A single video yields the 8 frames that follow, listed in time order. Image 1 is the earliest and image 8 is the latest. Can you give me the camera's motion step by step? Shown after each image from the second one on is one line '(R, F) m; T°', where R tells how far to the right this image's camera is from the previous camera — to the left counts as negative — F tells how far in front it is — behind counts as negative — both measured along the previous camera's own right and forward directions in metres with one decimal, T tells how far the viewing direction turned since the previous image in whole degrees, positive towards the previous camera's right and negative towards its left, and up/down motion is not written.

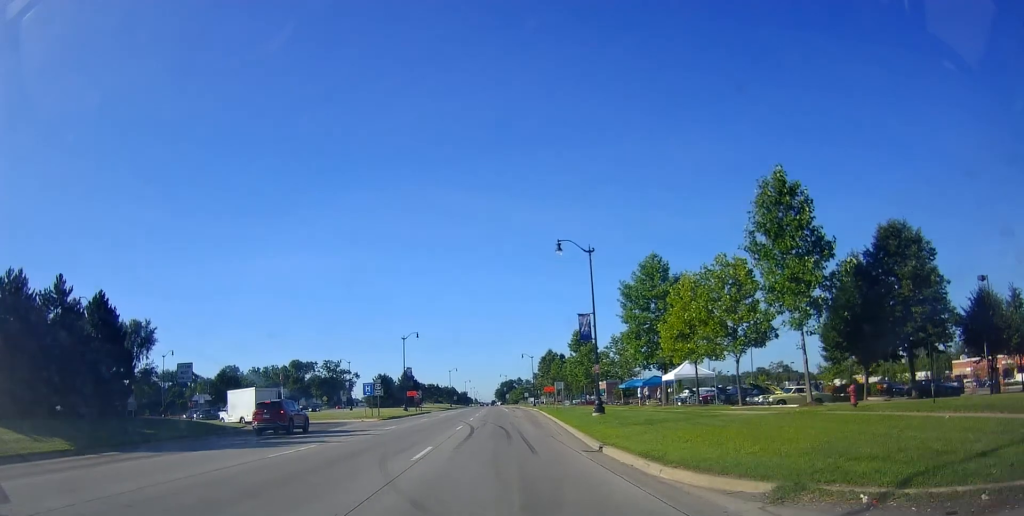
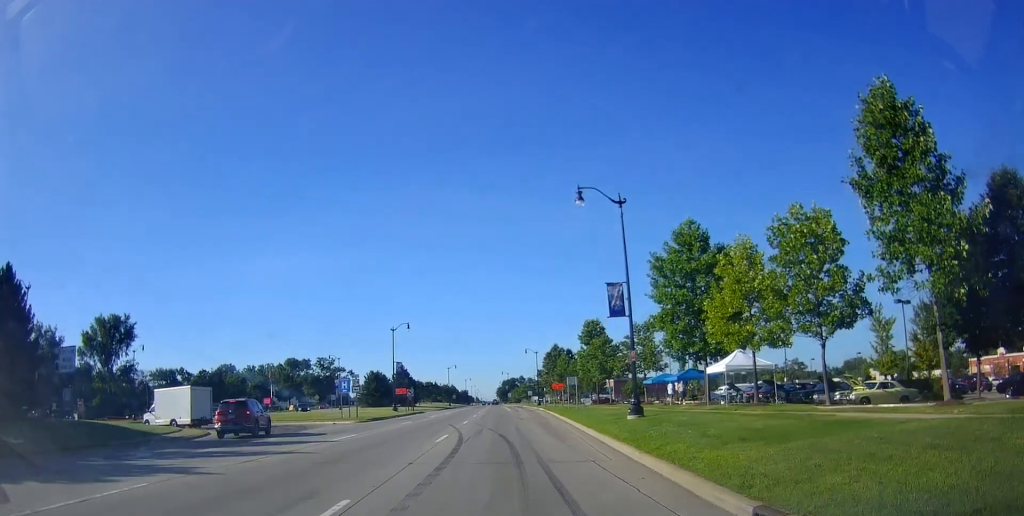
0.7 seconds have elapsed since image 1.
(0.0, +9.3) m; 0°
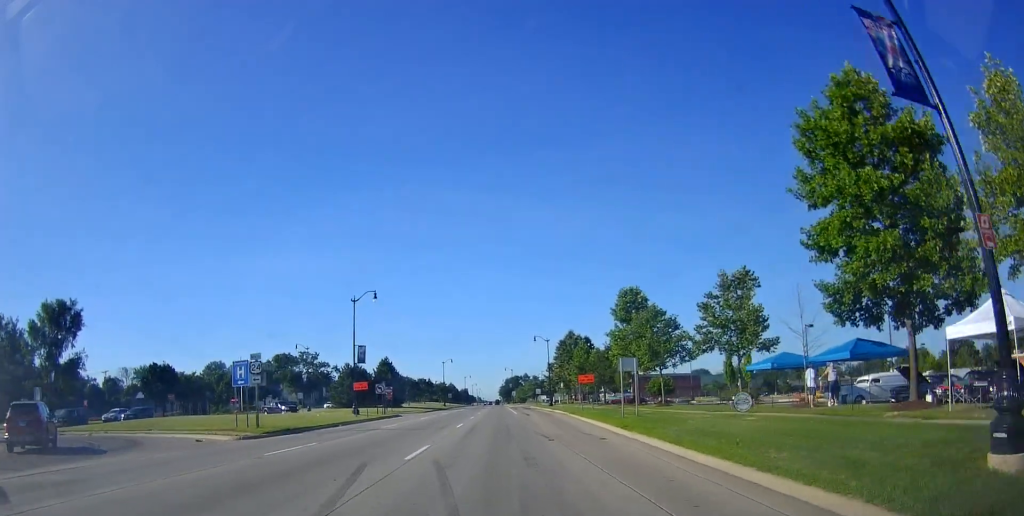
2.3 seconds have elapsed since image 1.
(0.0, +20.6) m; 0°
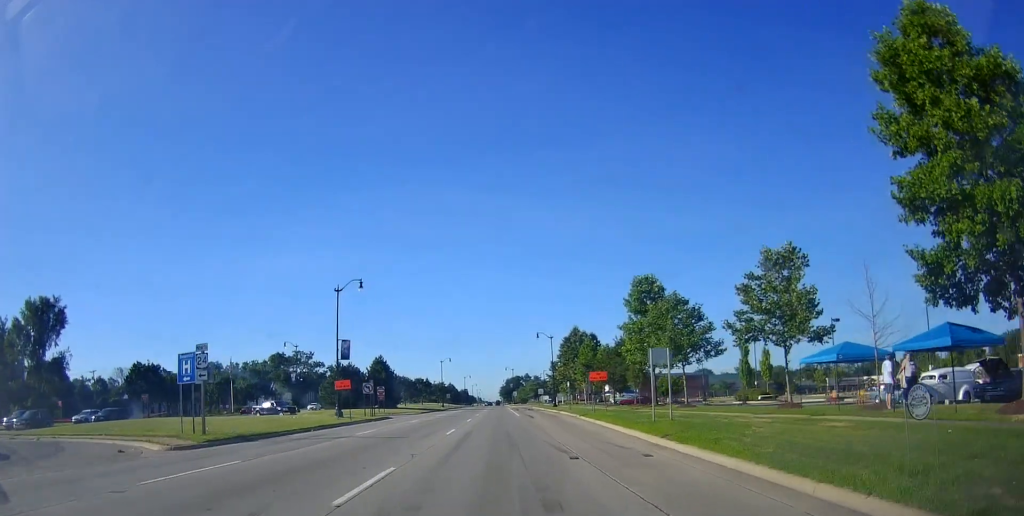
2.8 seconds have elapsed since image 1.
(0.0, +5.6) m; 0°
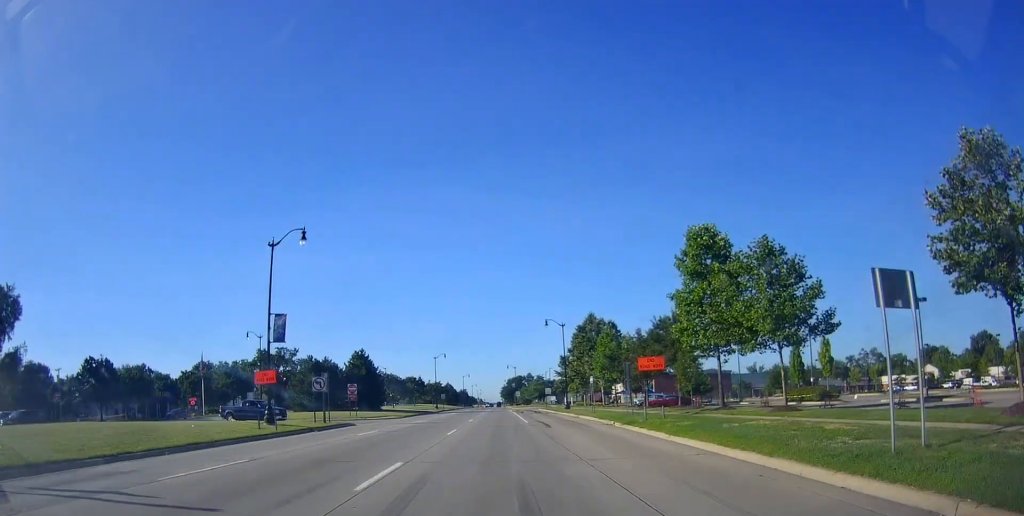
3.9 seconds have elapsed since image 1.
(0.0, +14.5) m; 0°
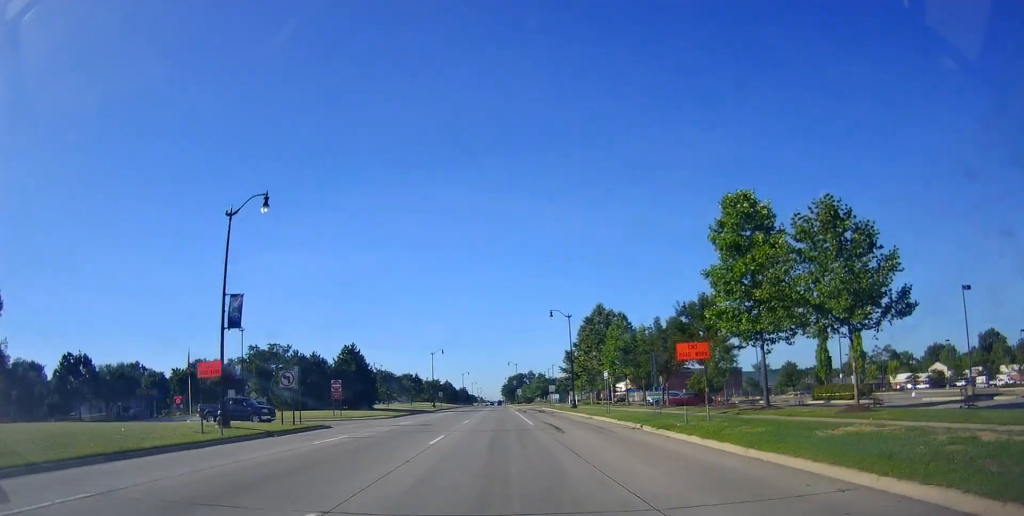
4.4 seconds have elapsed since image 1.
(0.0, +5.9) m; 0°
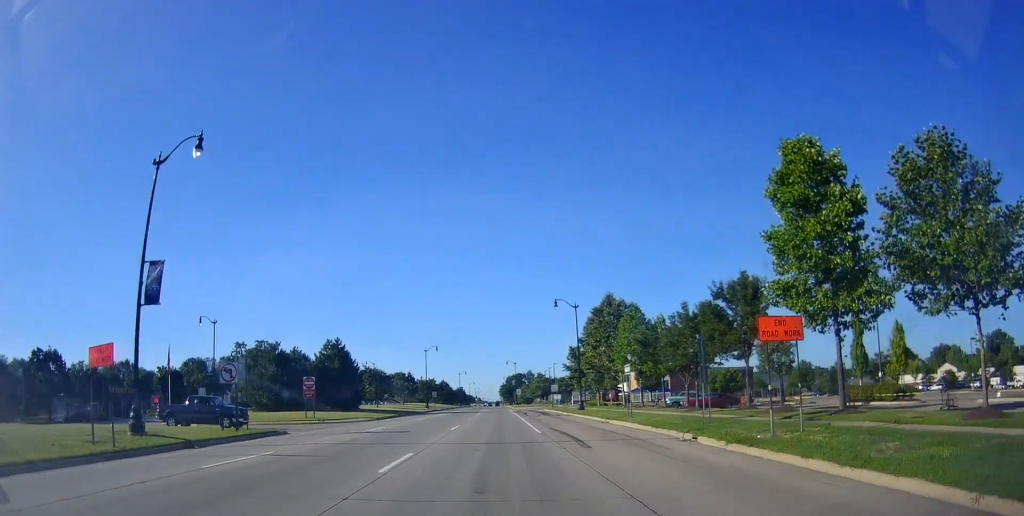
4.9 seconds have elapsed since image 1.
(0.0, +7.0) m; 0°
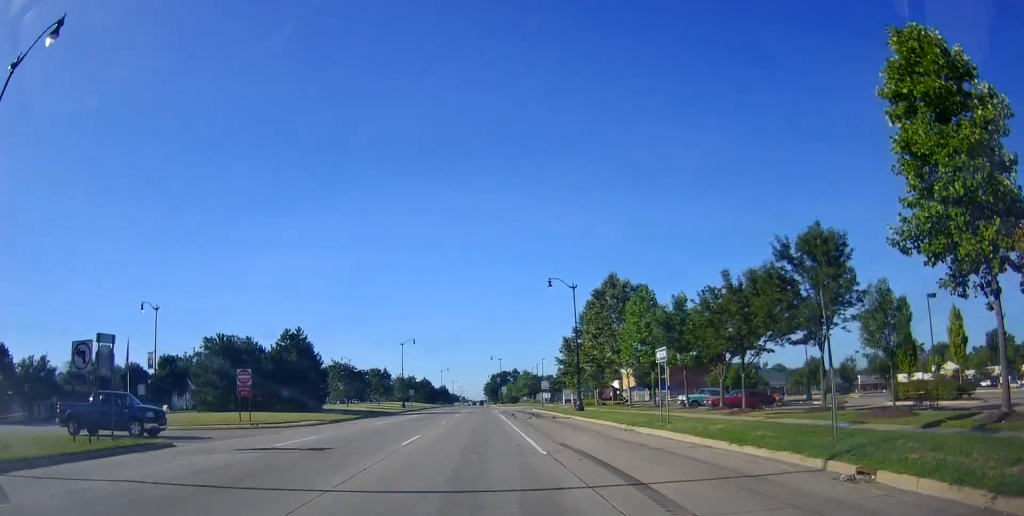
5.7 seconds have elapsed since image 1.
(0.0, +9.3) m; 0°
